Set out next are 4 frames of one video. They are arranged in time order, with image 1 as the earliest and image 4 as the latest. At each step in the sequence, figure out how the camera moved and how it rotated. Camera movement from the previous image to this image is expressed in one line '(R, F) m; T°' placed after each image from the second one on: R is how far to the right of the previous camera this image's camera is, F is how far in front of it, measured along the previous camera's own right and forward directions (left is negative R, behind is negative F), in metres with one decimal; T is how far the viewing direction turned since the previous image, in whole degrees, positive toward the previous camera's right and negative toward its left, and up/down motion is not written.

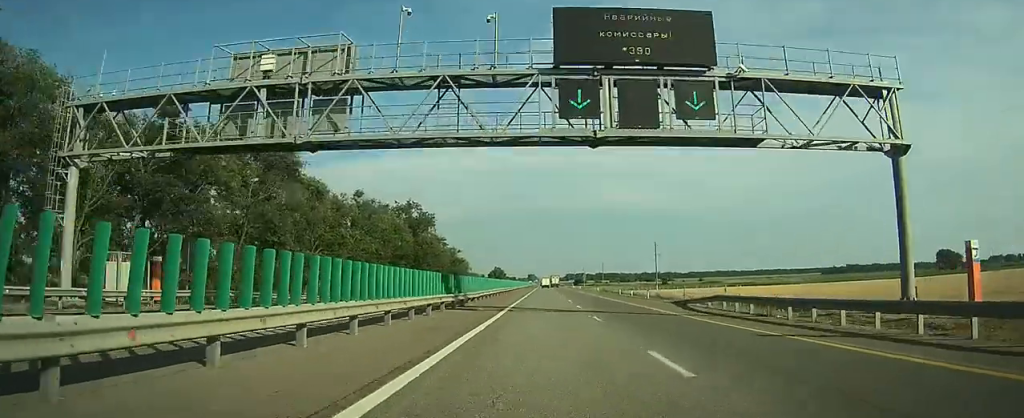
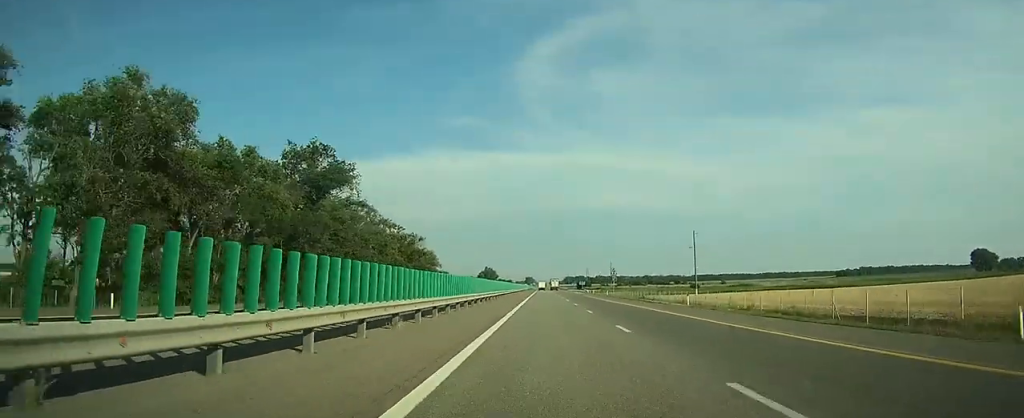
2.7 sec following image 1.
(-0.4, +63.0) m; -1°
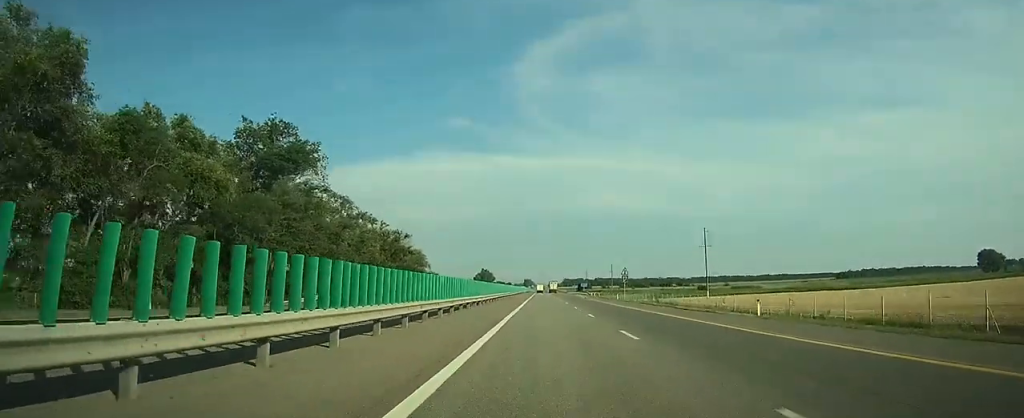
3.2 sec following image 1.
(0.0, +13.4) m; 0°
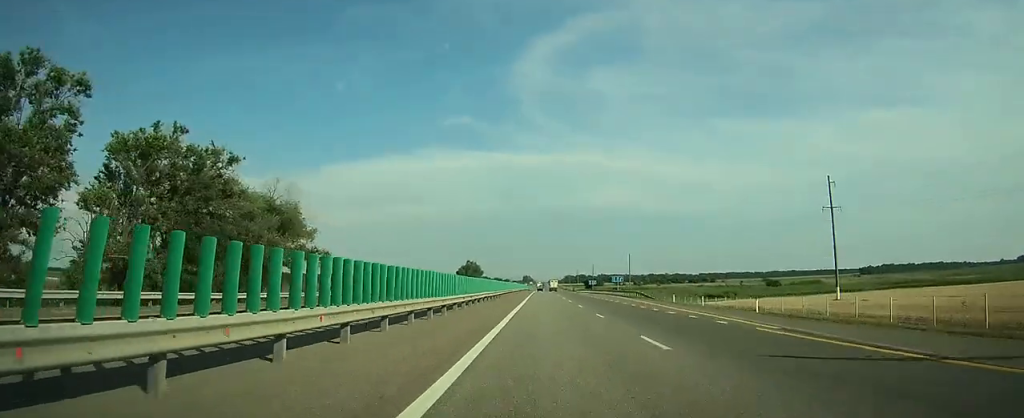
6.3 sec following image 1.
(+0.2, +72.8) m; 0°
